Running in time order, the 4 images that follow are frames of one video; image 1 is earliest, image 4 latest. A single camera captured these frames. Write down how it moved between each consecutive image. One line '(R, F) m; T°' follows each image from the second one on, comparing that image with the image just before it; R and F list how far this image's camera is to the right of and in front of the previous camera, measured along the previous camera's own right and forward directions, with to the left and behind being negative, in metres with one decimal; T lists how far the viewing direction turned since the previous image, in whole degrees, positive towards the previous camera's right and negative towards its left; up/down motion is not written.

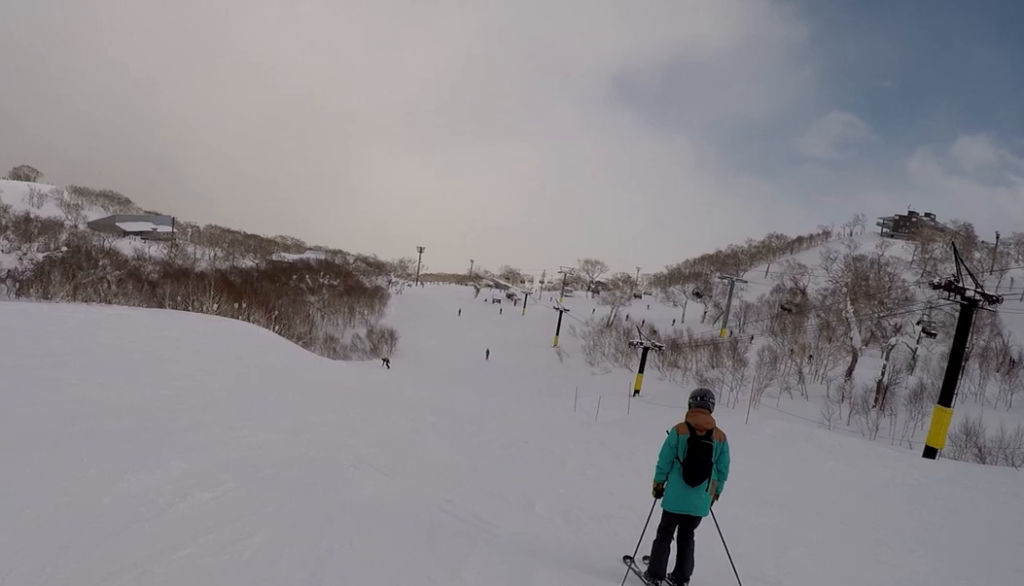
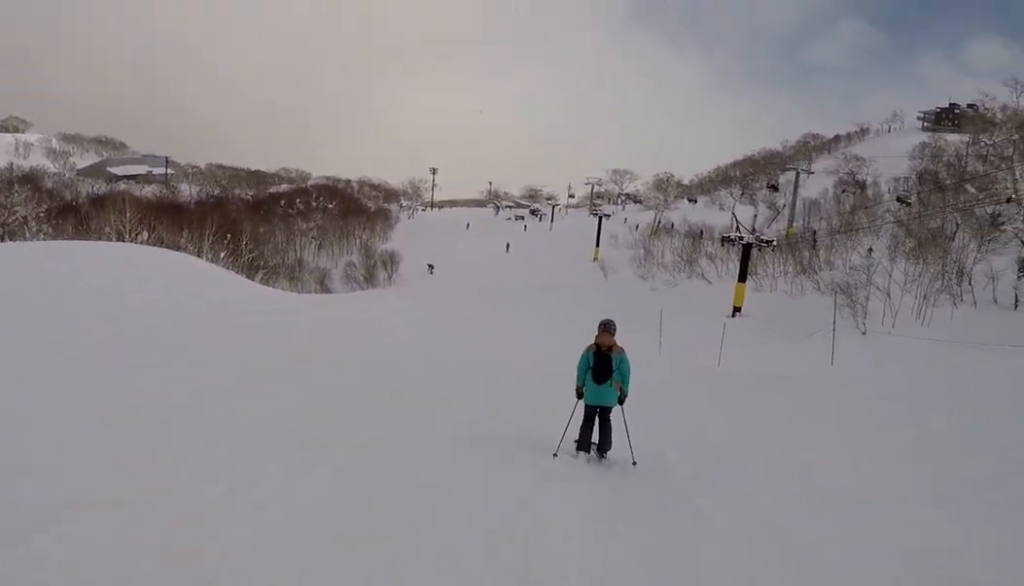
(+1.9, +24.2) m; +3°
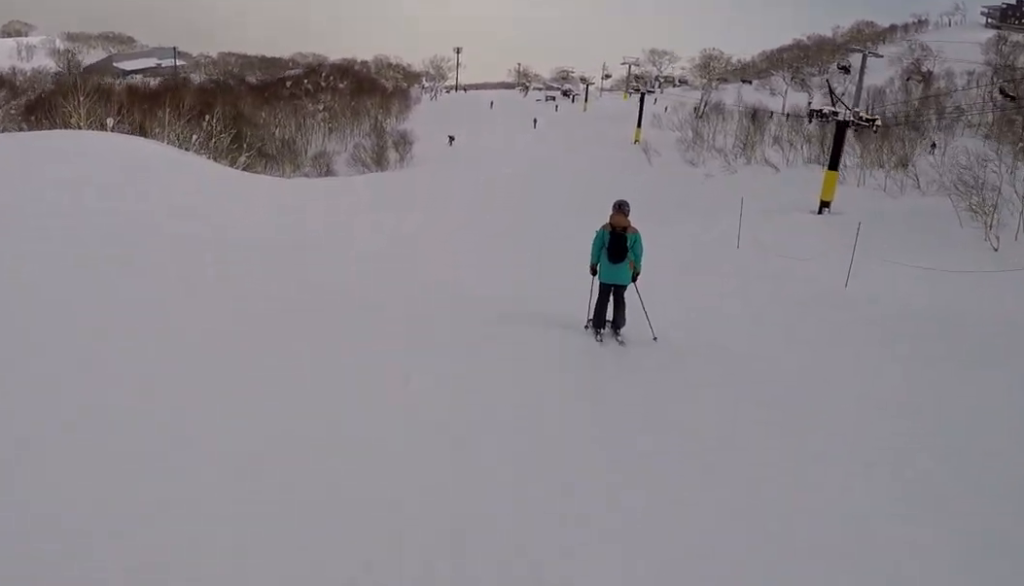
(0.0, +8.9) m; 0°
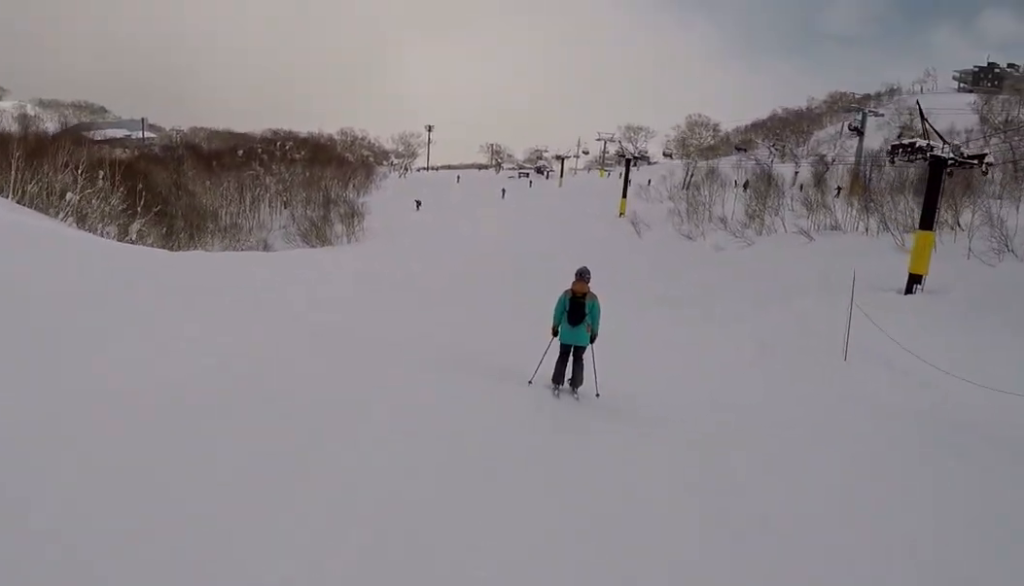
(0.0, +12.2) m; -1°
